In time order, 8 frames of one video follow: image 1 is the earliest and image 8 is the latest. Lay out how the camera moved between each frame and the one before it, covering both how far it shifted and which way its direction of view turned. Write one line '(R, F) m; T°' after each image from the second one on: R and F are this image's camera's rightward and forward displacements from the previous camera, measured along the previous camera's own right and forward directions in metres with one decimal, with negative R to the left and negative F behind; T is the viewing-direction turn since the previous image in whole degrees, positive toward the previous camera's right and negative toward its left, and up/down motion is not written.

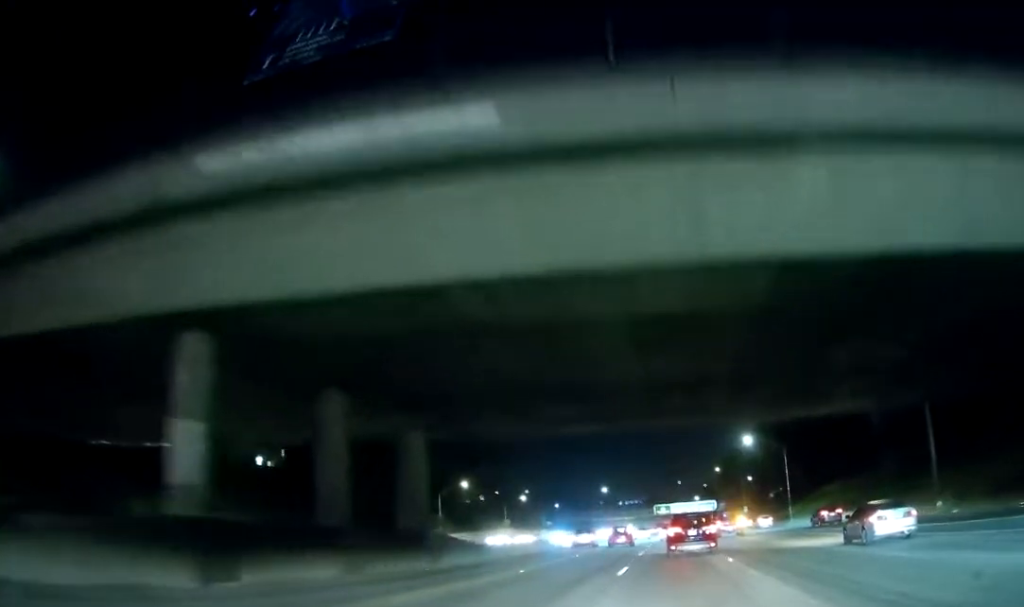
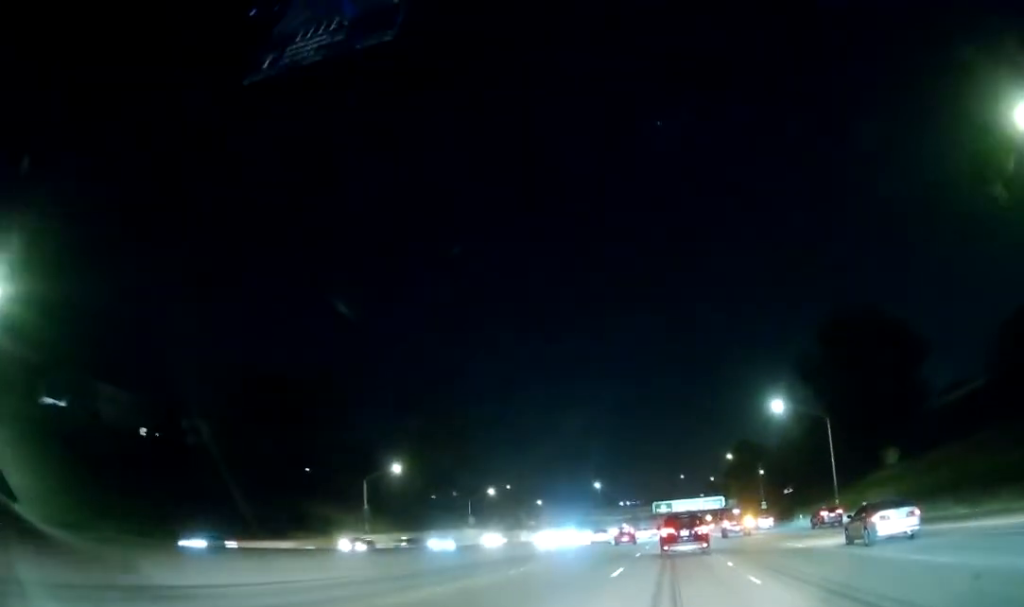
(+0.5, +30.7) m; +1°
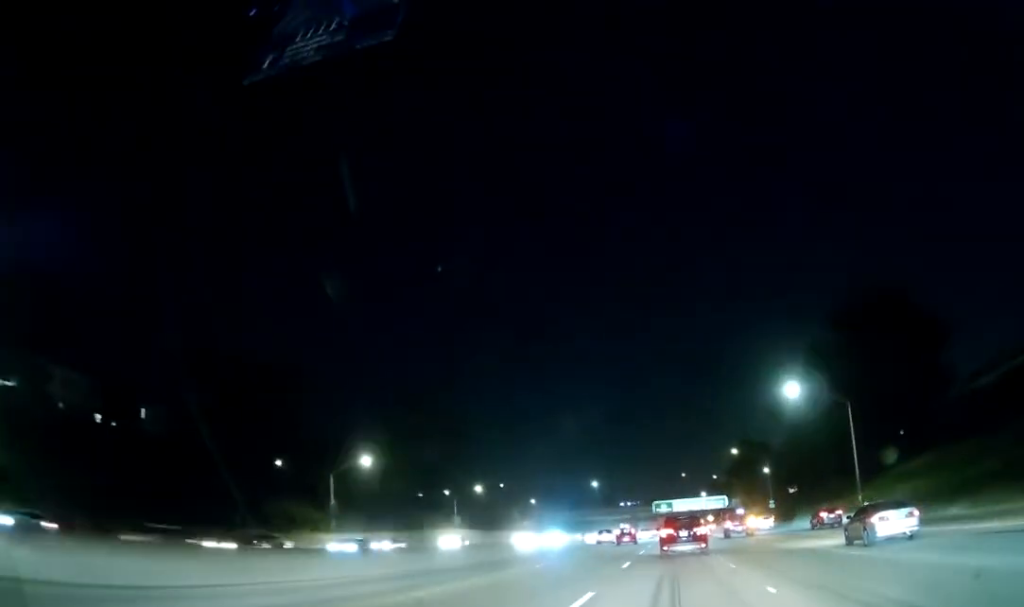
(-0.1, +9.4) m; 0°
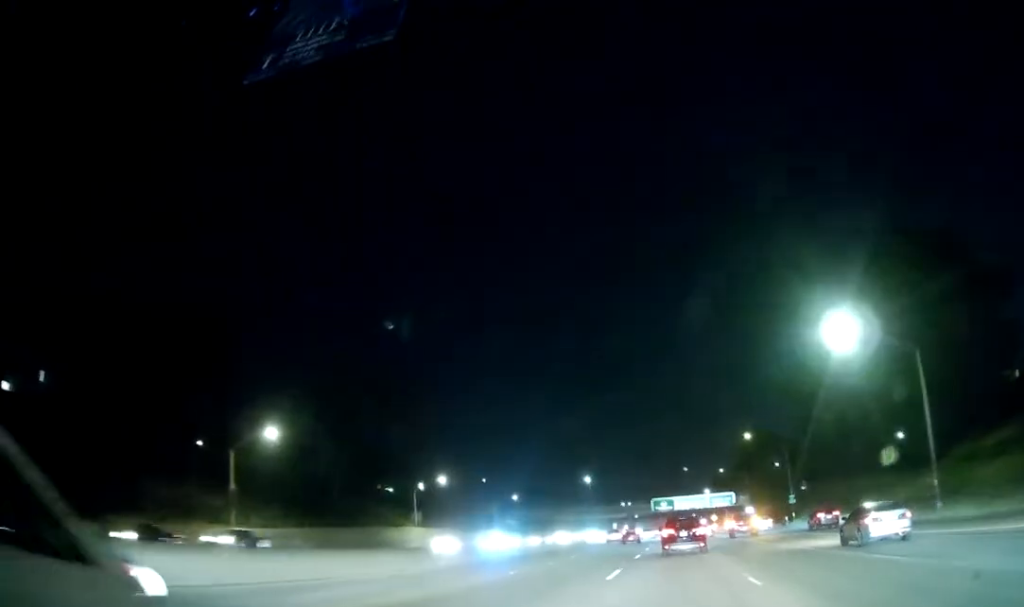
(-0.1, +21.2) m; 0°
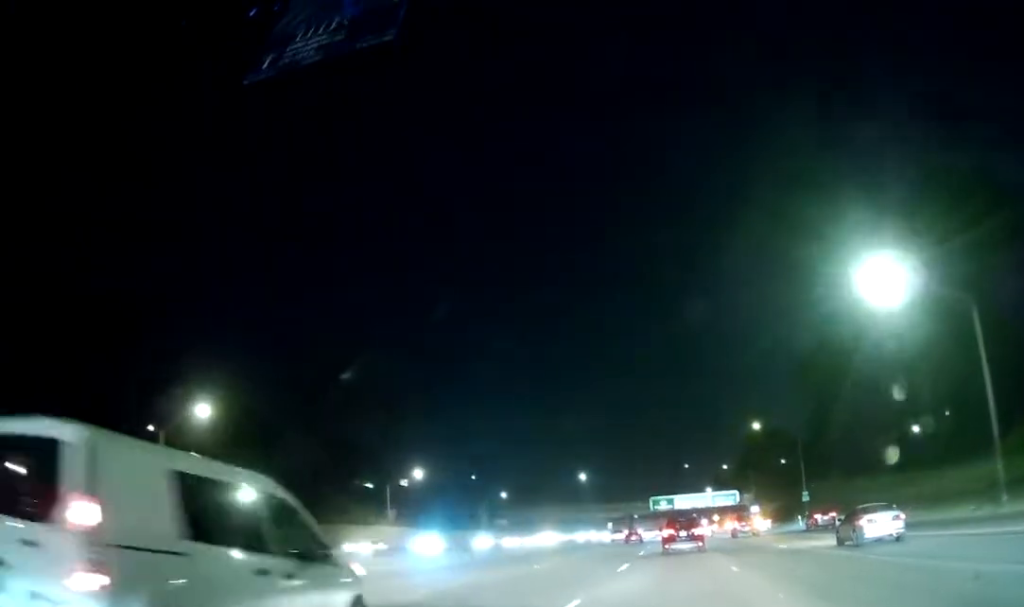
(+0.1, +11.0) m; 0°
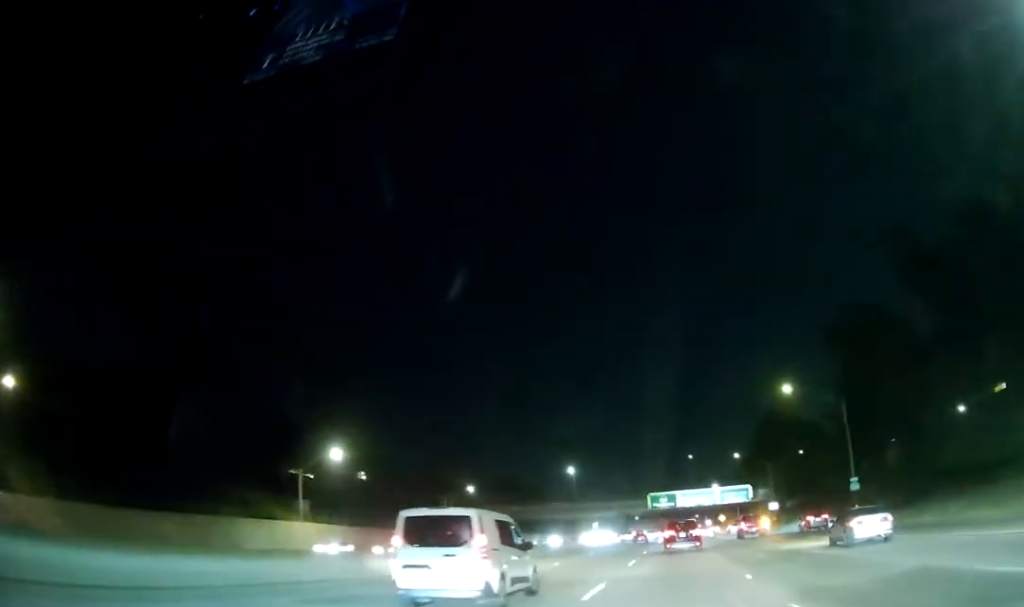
(-0.1, +24.5) m; 0°
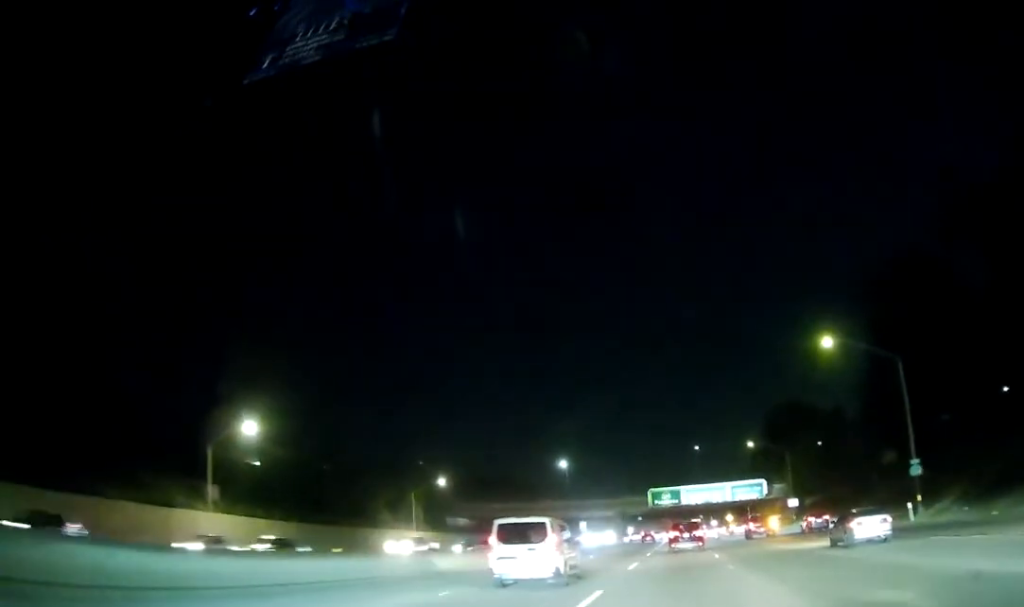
(+0.2, +16.2) m; -1°
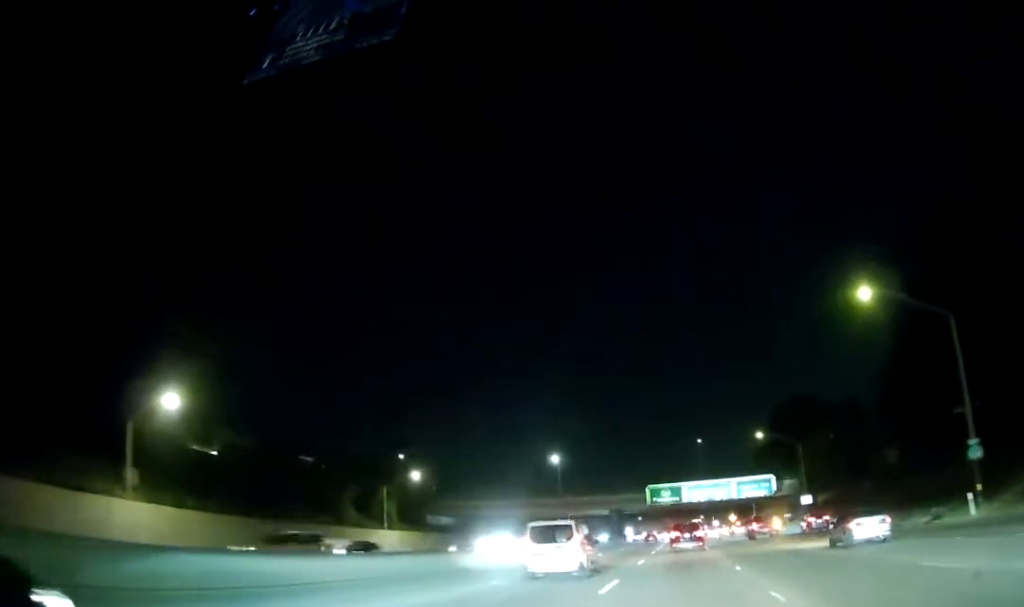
(-0.2, +9.9) m; 0°
